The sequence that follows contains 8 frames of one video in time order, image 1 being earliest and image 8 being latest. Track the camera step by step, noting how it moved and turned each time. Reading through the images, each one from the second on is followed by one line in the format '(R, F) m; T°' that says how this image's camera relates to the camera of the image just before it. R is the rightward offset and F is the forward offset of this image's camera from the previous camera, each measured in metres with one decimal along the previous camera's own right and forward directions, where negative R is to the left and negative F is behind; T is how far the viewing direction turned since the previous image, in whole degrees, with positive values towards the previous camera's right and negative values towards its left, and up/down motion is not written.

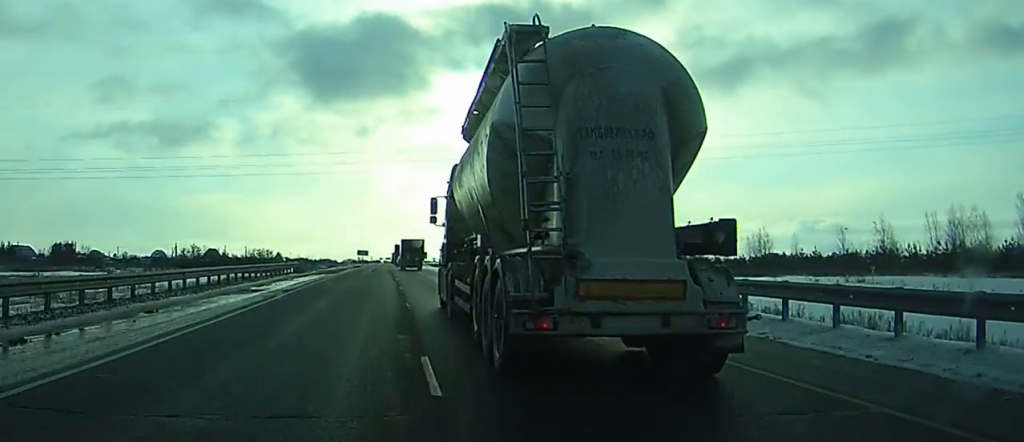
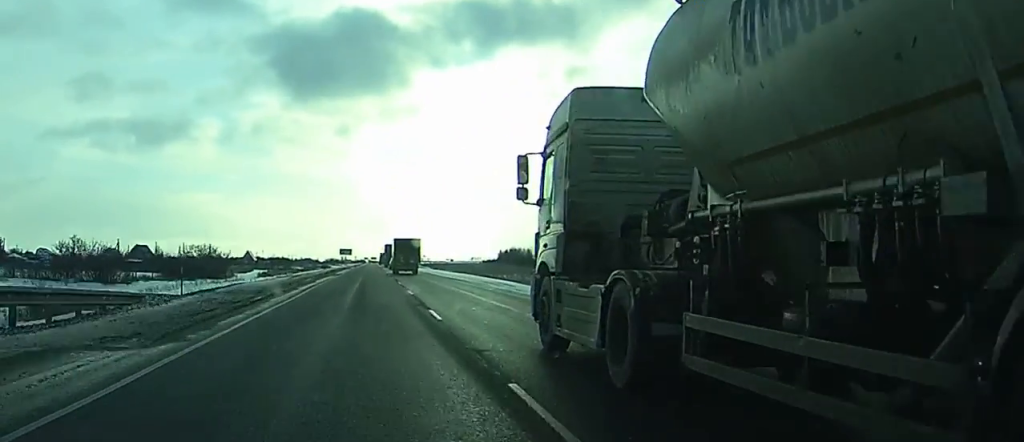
(0.0, +48.9) m; 0°
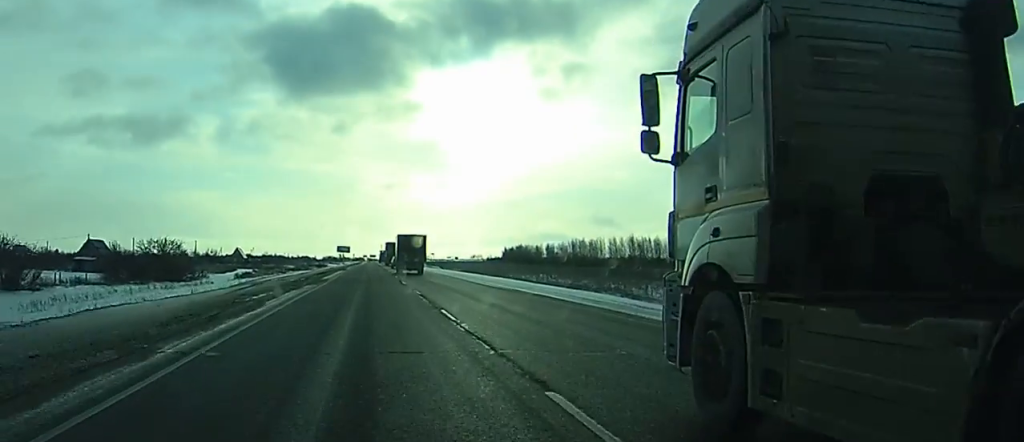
(0.0, +23.8) m; 0°
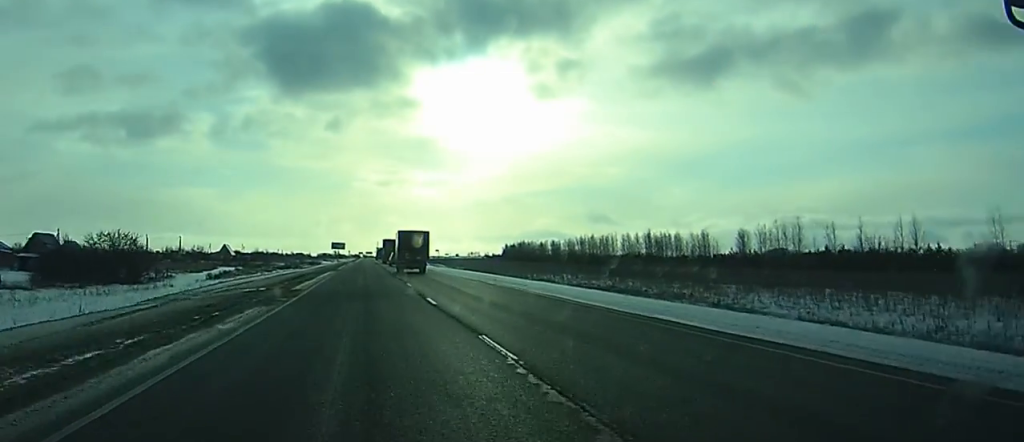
(0.0, +18.0) m; 0°
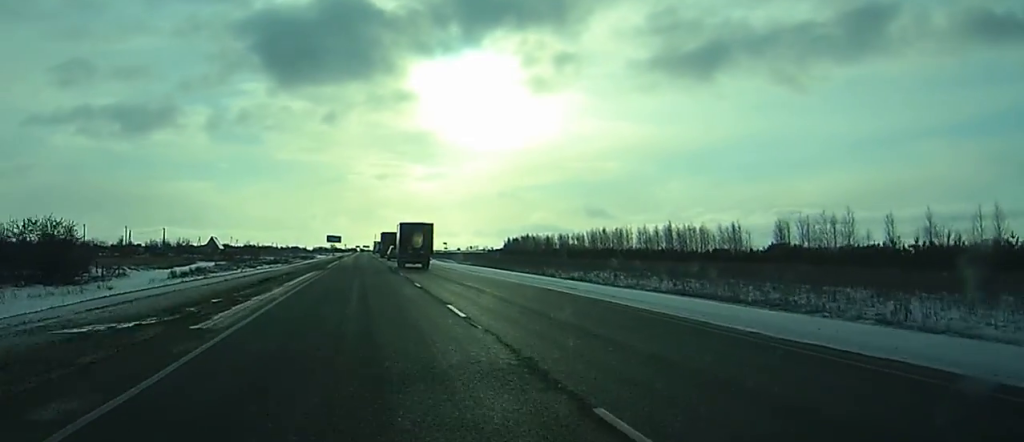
(-0.1, +18.1) m; 0°
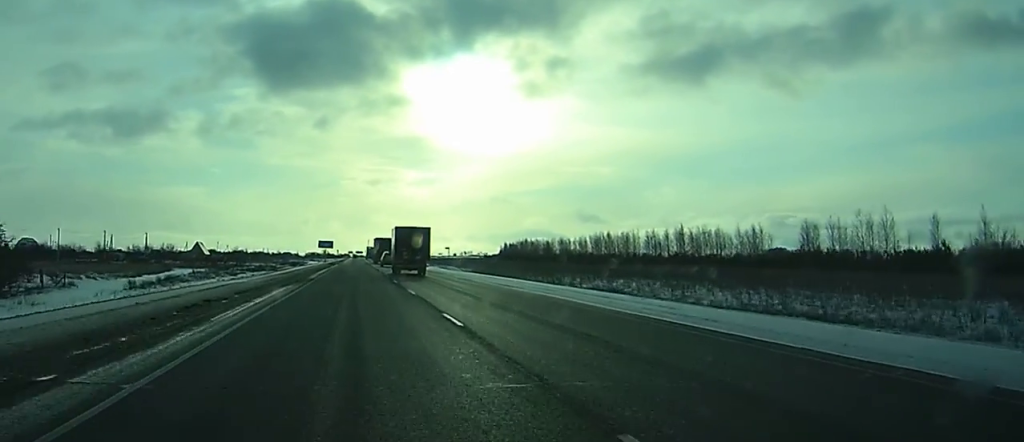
(0.0, +12.9) m; 0°
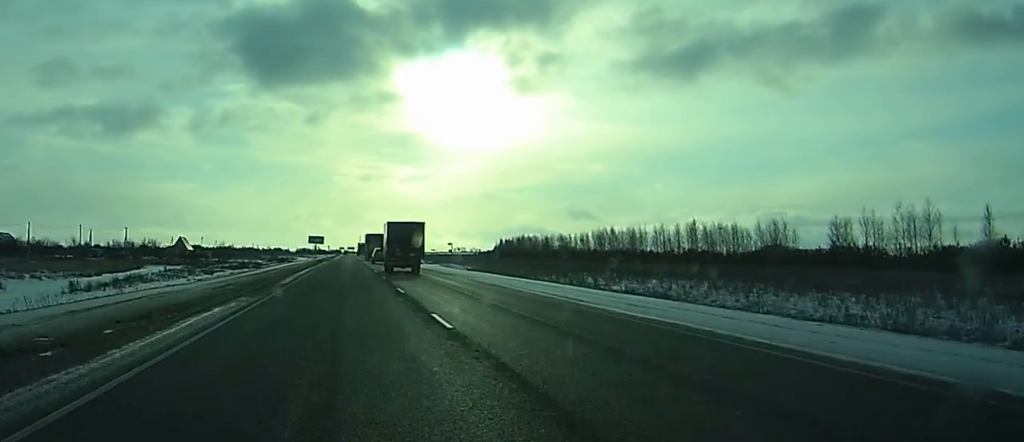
(+0.1, +12.9) m; +1°
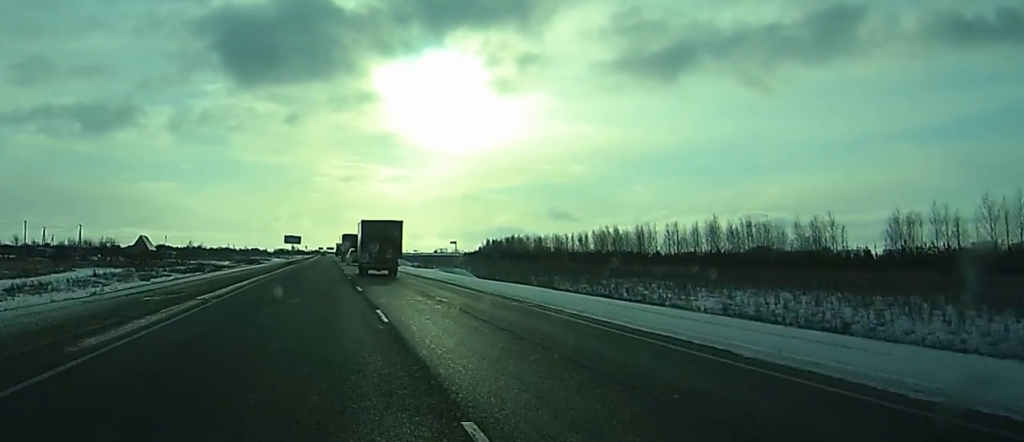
(+0.2, +23.1) m; +1°
